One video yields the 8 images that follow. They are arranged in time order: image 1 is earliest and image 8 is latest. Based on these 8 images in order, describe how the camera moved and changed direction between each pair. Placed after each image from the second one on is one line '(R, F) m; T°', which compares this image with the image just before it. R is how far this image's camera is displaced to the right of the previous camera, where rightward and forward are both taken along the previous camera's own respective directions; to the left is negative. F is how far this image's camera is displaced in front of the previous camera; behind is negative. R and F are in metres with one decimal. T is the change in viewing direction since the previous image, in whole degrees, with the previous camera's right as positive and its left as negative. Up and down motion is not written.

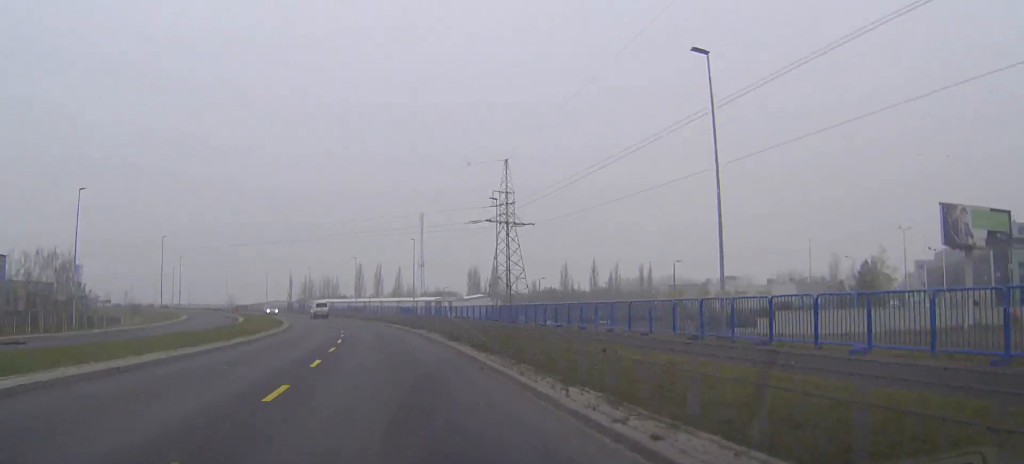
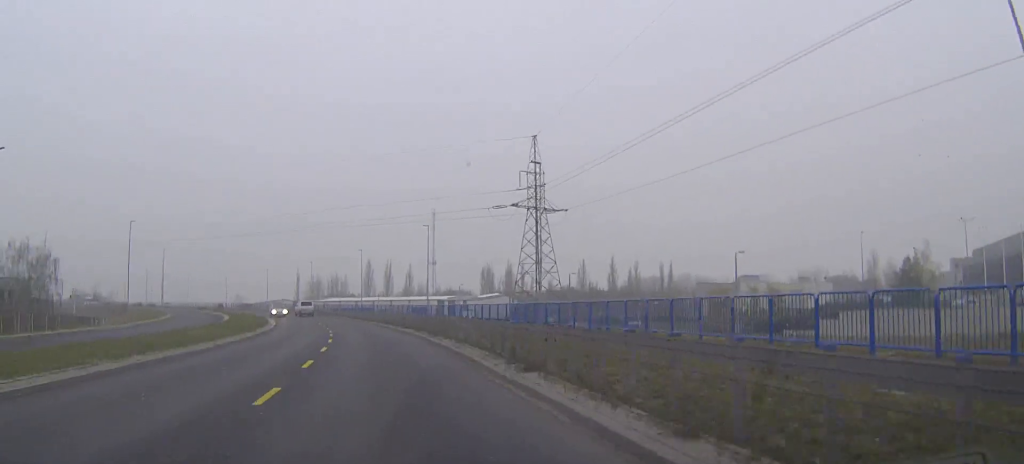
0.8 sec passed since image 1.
(-0.1, +12.3) m; -1°
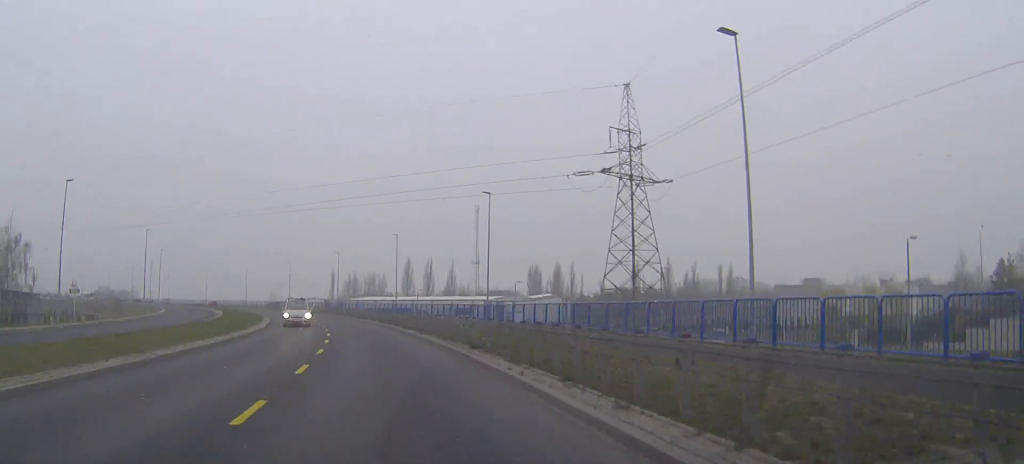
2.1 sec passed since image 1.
(-0.3, +20.3) m; -2°
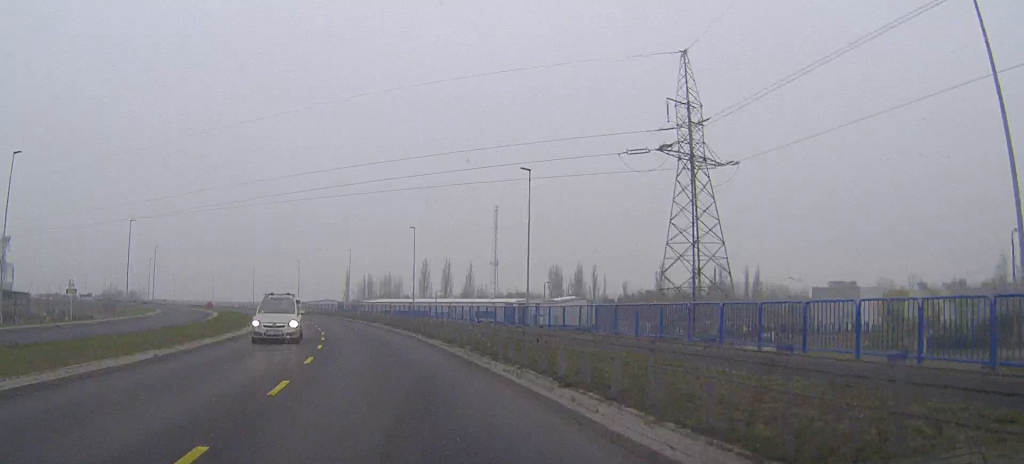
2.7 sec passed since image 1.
(-0.2, +9.2) m; -1°
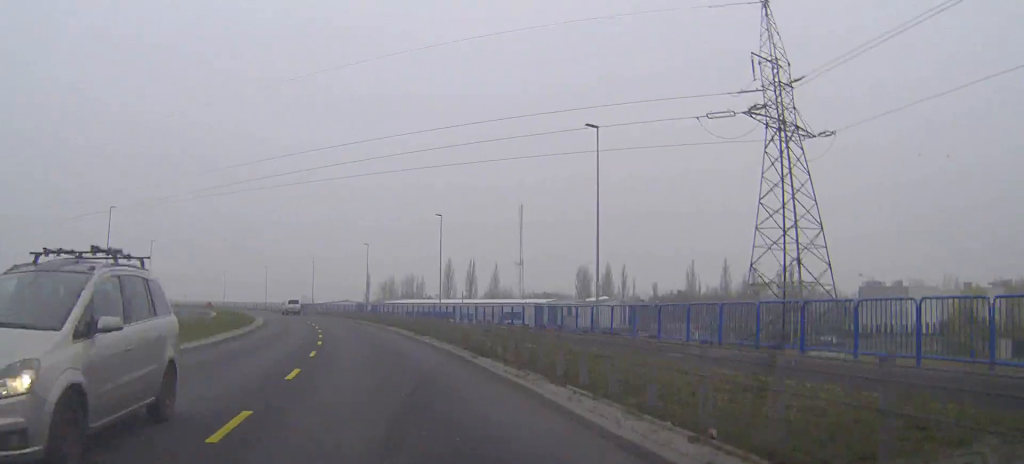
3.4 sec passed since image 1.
(-0.1, +9.9) m; -2°
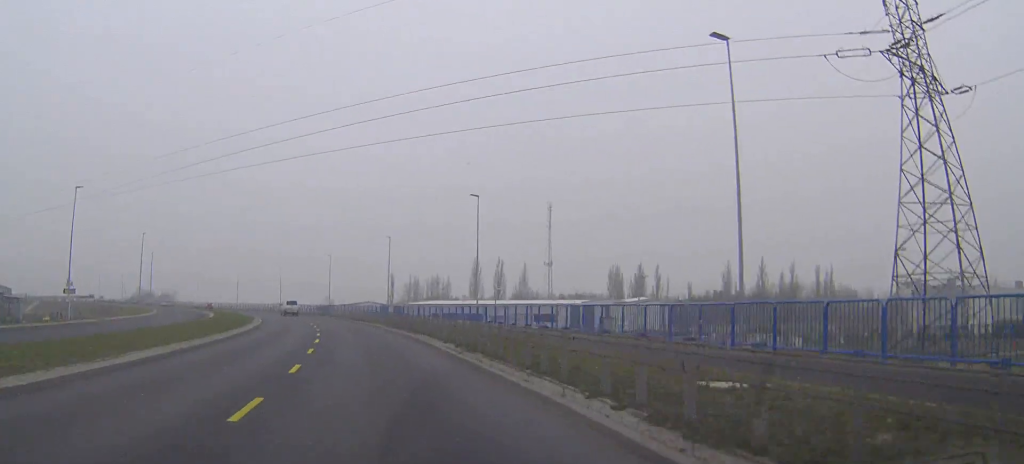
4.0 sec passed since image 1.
(-0.1, +10.5) m; -2°
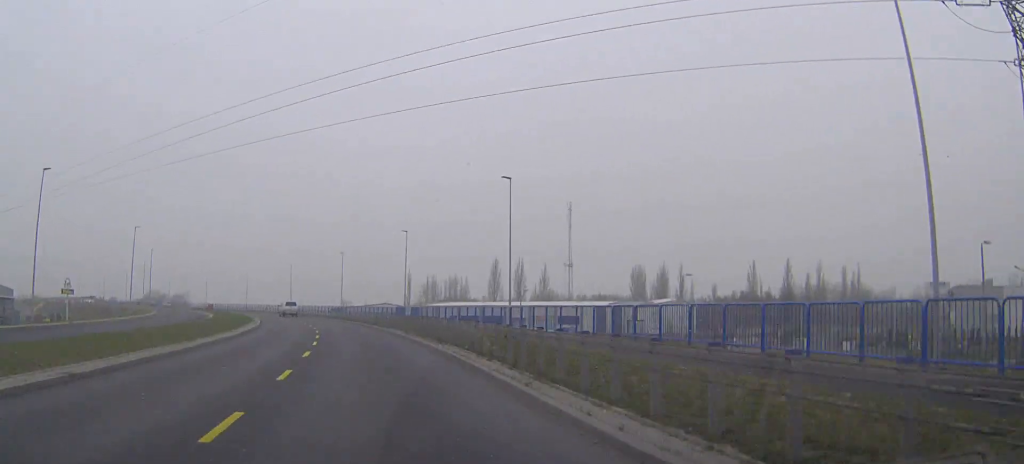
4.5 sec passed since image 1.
(-0.2, +7.4) m; -1°
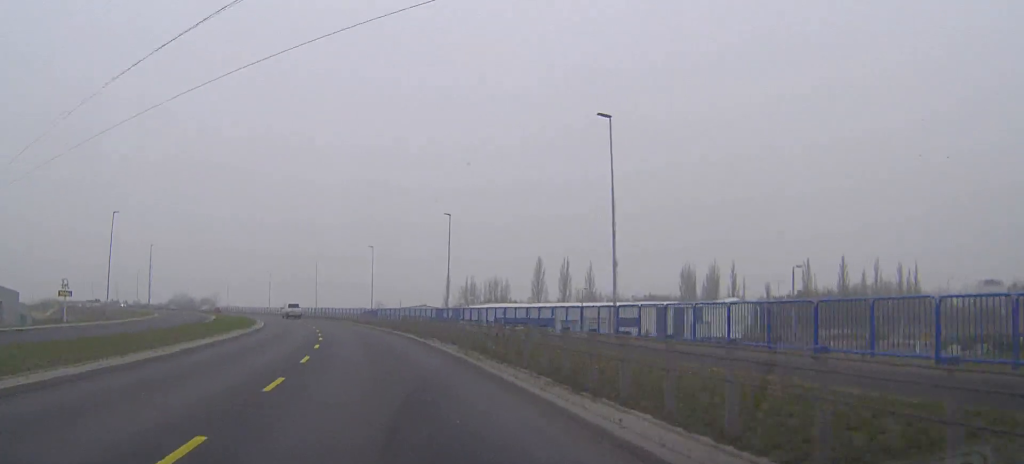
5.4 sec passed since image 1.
(-0.3, +13.6) m; -3°
